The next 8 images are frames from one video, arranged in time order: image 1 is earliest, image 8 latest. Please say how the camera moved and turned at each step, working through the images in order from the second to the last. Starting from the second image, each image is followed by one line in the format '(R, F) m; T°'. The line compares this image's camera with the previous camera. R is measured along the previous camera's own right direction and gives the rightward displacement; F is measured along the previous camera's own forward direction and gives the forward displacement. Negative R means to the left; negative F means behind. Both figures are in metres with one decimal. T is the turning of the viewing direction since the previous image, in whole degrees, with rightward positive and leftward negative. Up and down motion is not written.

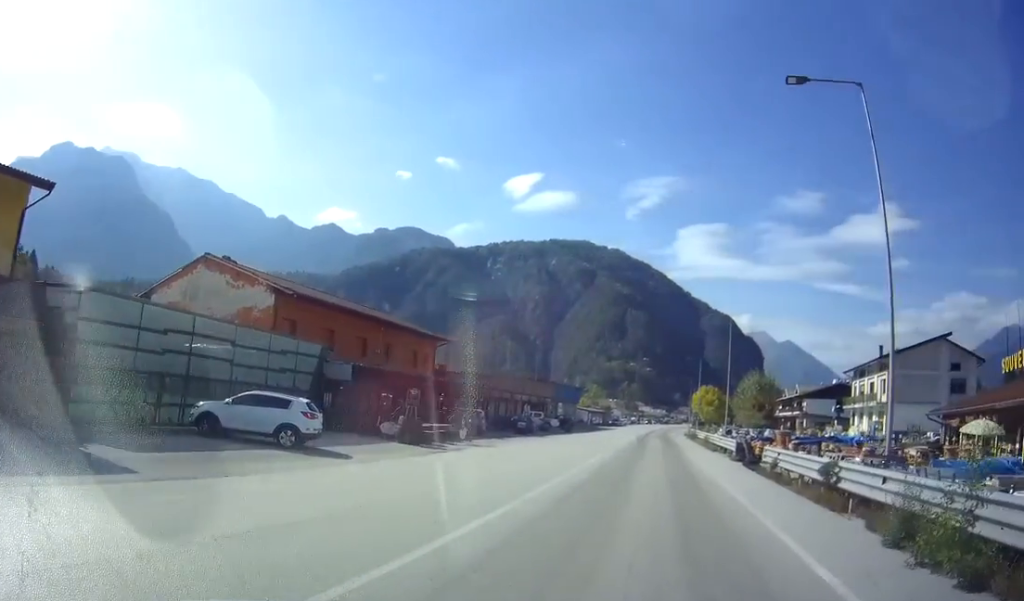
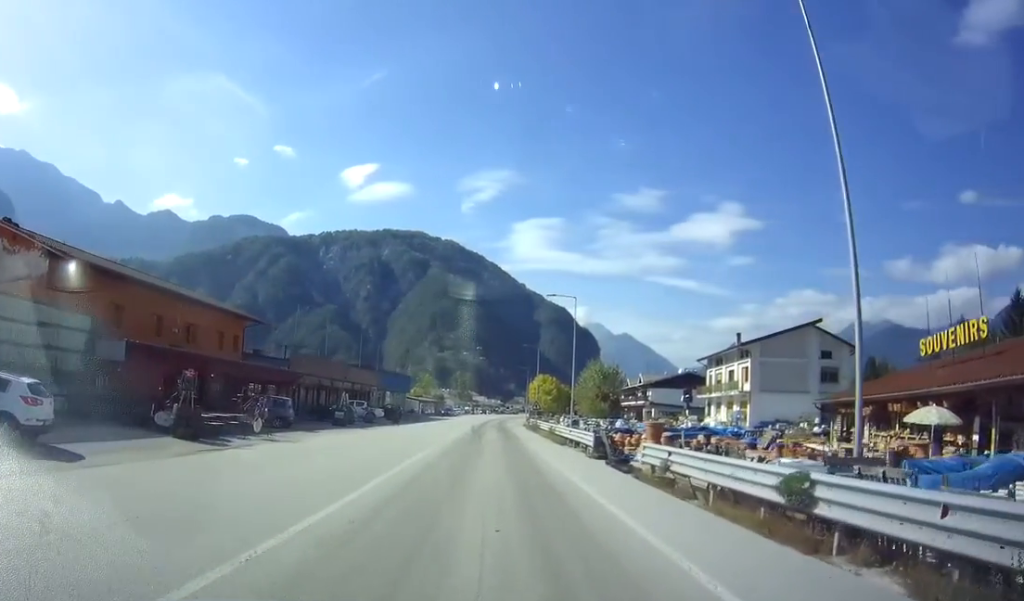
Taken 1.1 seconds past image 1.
(+0.2, +5.5) m; 0°
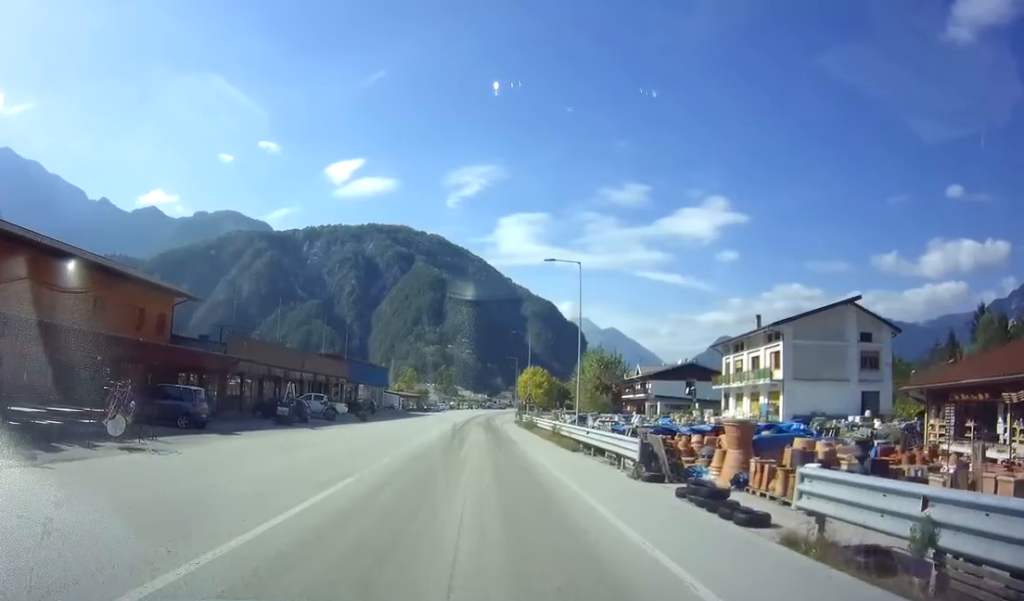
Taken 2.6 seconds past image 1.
(-0.1, +8.9) m; +3°
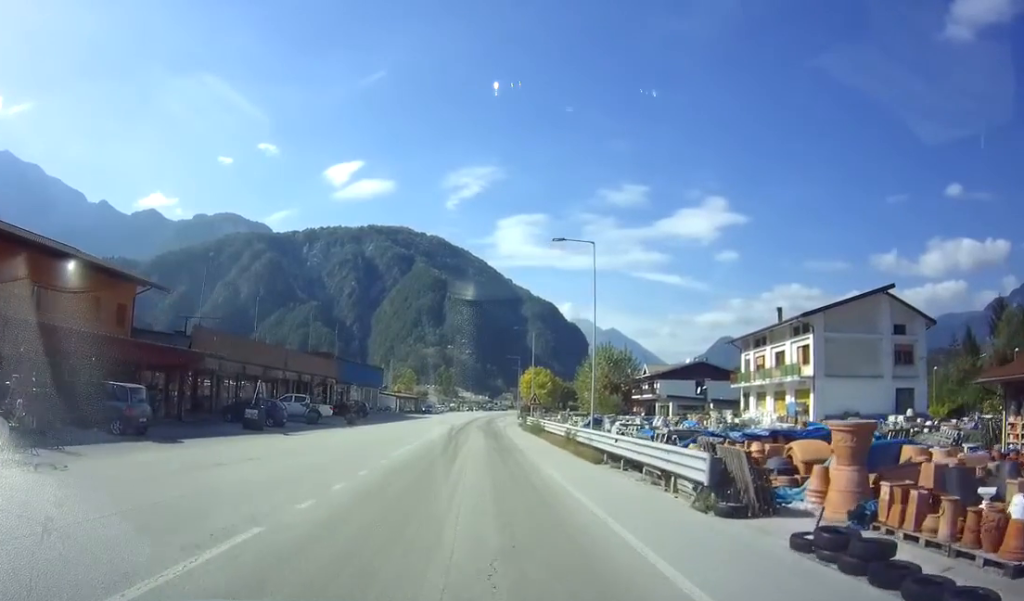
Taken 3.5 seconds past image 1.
(+0.3, +5.0) m; 0°
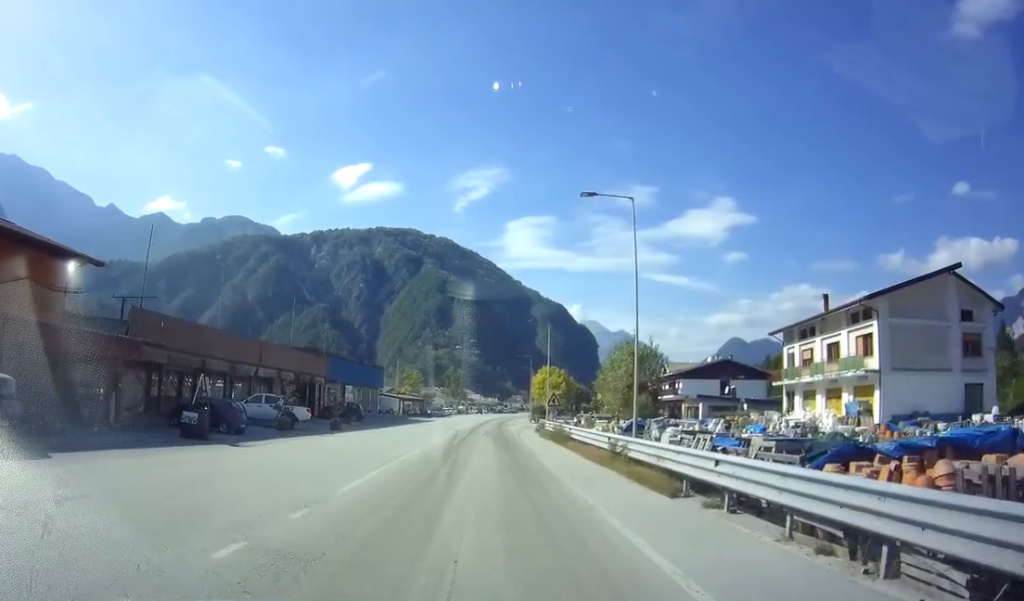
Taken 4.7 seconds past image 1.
(-0.3, +7.2) m; 0°
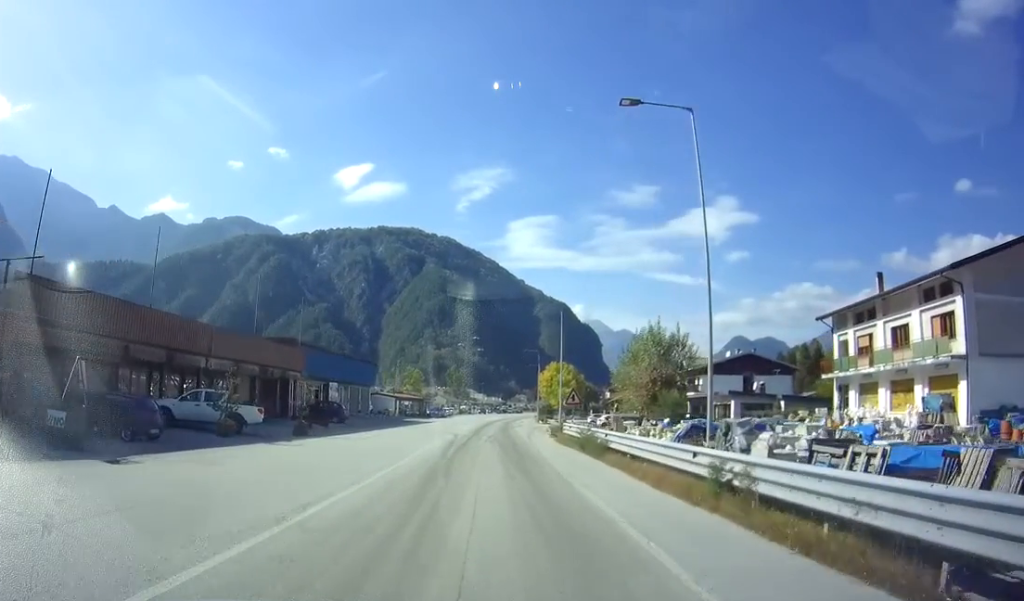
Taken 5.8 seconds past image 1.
(+0.2, +7.6) m; -1°
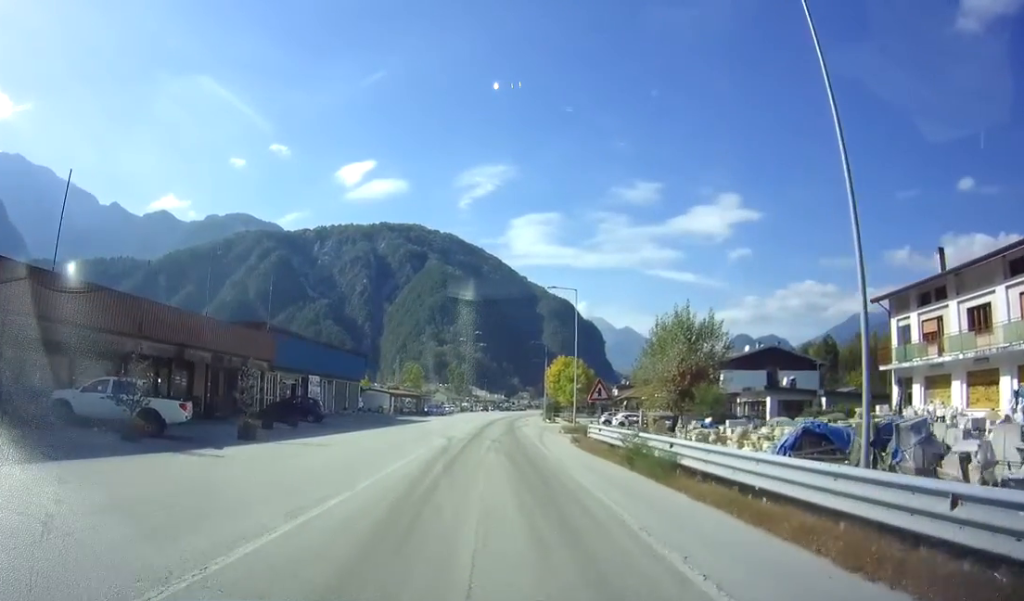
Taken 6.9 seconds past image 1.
(-0.3, +7.0) m; -2°
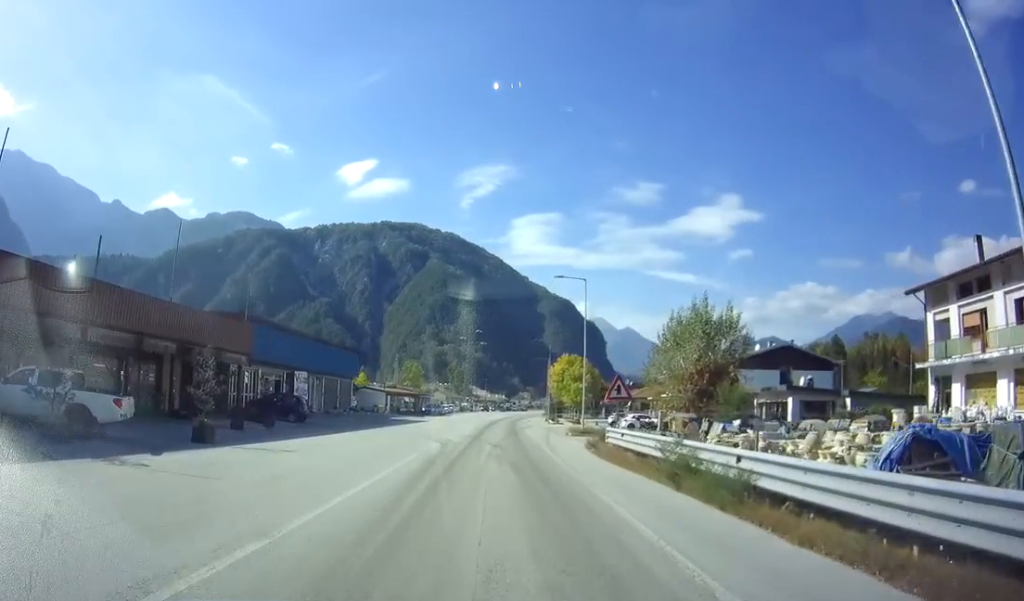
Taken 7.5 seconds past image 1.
(0.0, +3.6) m; 0°
